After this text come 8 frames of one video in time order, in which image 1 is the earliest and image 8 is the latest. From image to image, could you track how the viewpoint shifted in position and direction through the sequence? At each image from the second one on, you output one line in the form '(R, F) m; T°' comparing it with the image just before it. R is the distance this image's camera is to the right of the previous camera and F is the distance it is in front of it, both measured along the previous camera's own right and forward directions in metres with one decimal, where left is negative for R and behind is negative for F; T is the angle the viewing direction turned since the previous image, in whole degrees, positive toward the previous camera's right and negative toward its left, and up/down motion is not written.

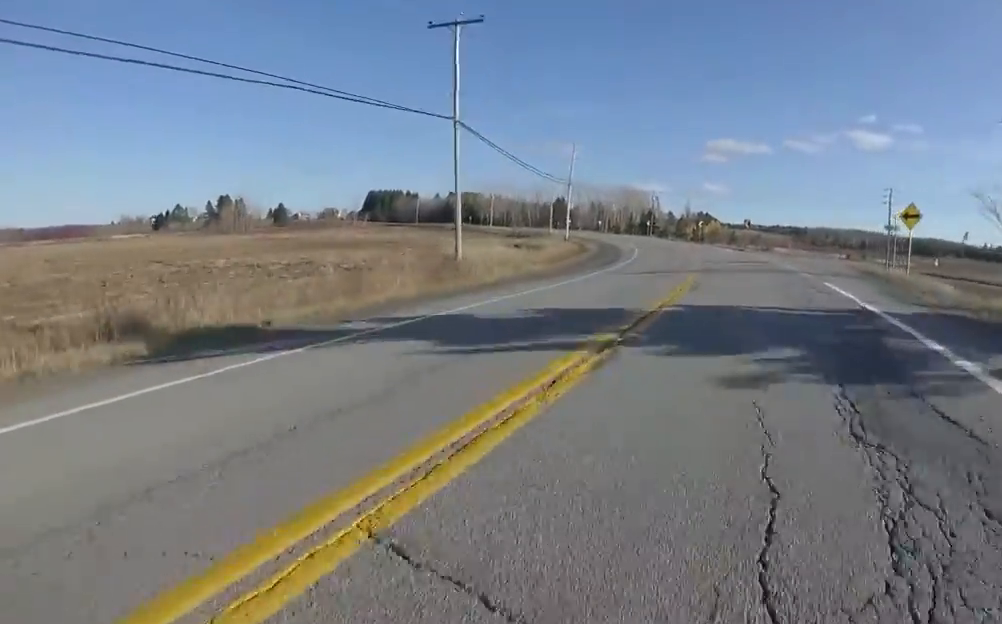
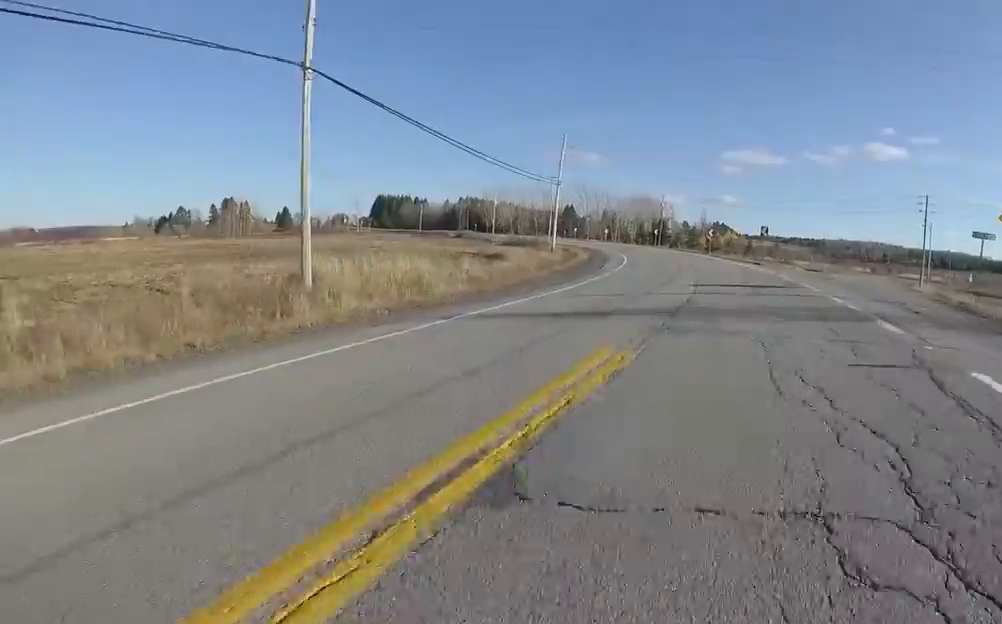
(-0.4, +9.5) m; -3°
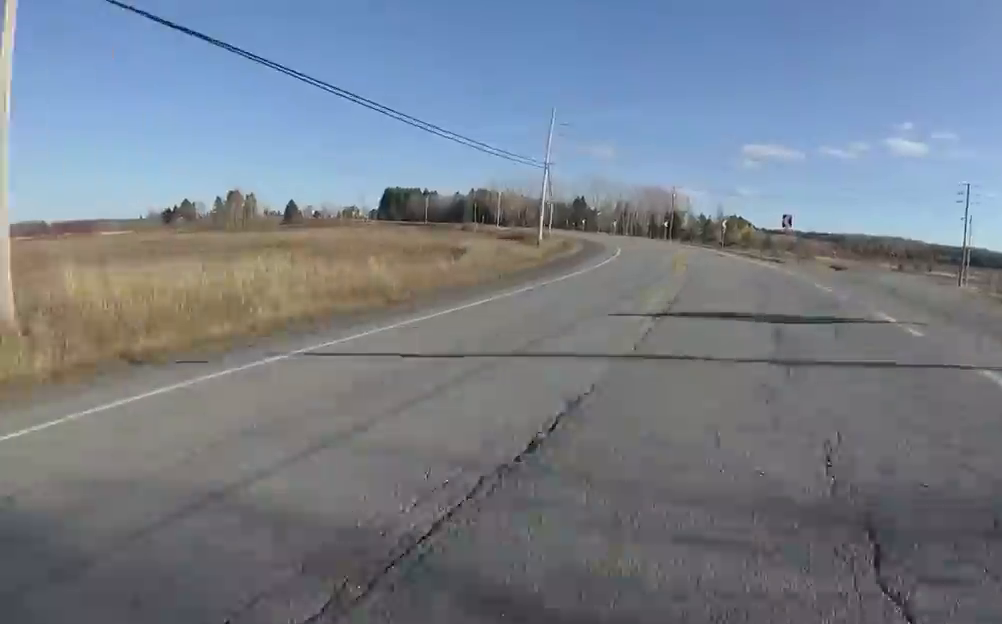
(0.0, +8.1) m; 0°
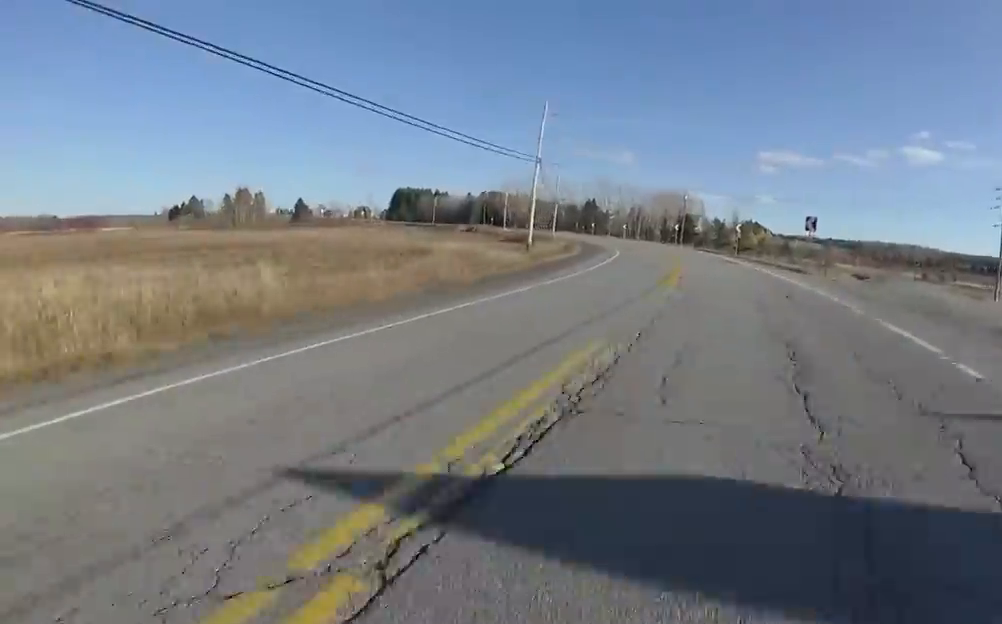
(0.0, +5.7) m; 0°
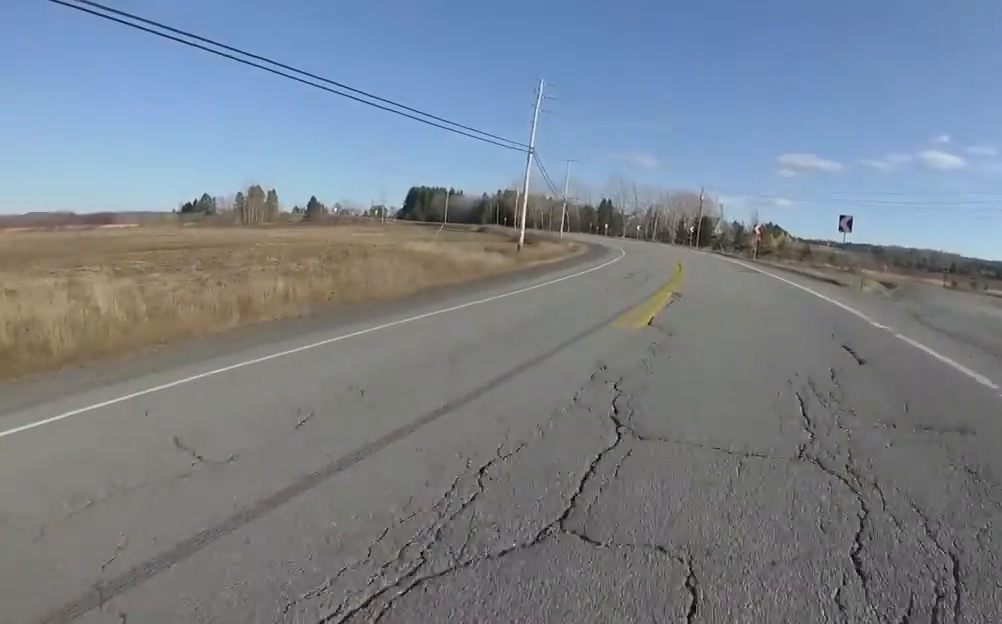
(0.0, +5.4) m; 0°
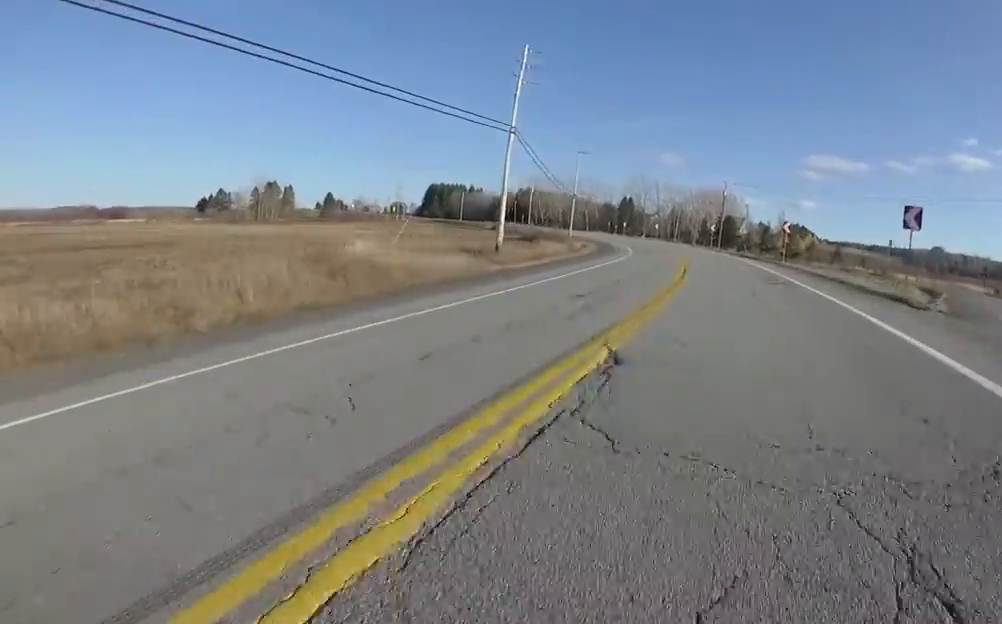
(0.0, +7.2) m; 0°
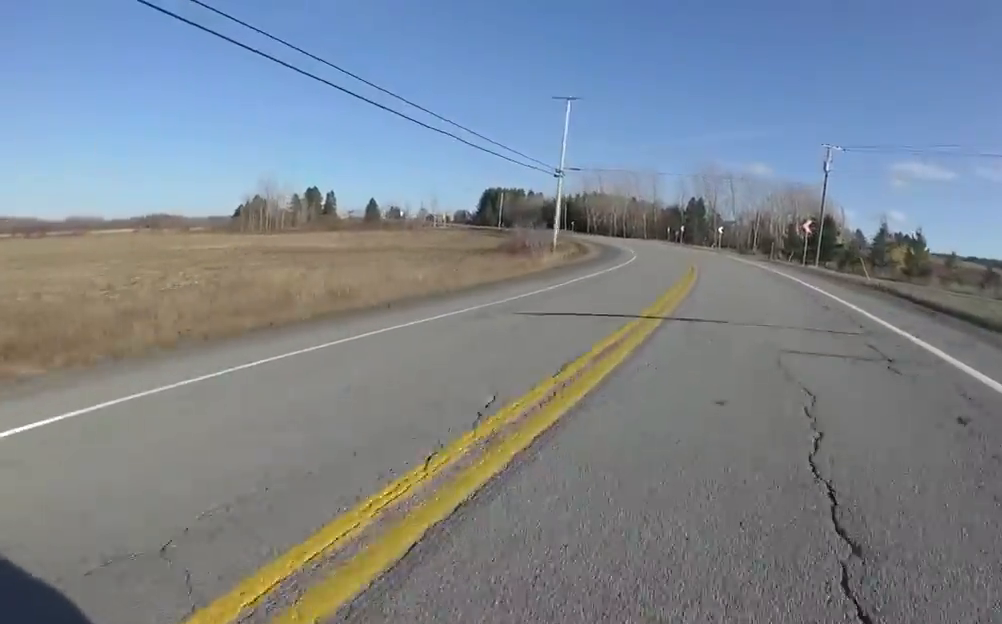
(-5.2, +33.2) m; -13°
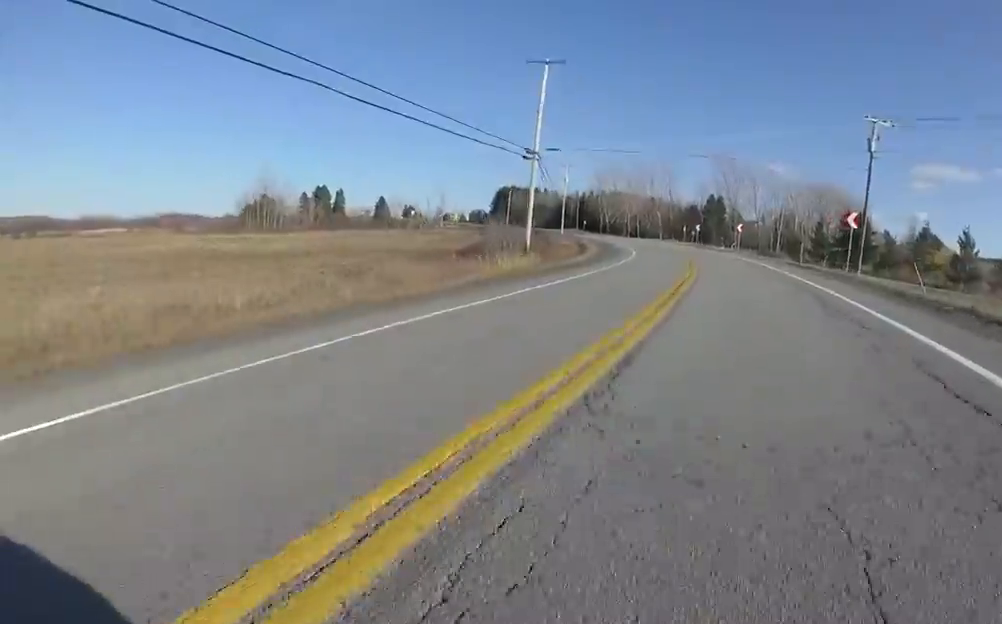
(+0.2, +9.1) m; -1°
